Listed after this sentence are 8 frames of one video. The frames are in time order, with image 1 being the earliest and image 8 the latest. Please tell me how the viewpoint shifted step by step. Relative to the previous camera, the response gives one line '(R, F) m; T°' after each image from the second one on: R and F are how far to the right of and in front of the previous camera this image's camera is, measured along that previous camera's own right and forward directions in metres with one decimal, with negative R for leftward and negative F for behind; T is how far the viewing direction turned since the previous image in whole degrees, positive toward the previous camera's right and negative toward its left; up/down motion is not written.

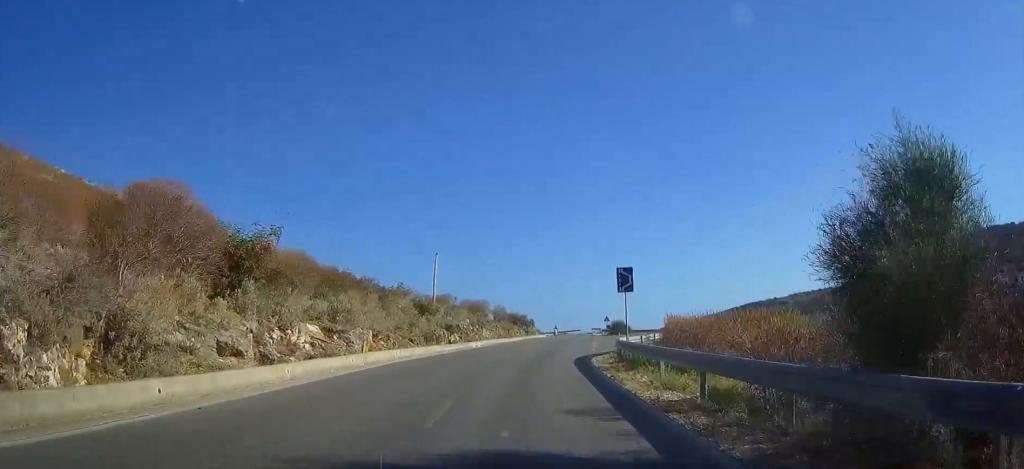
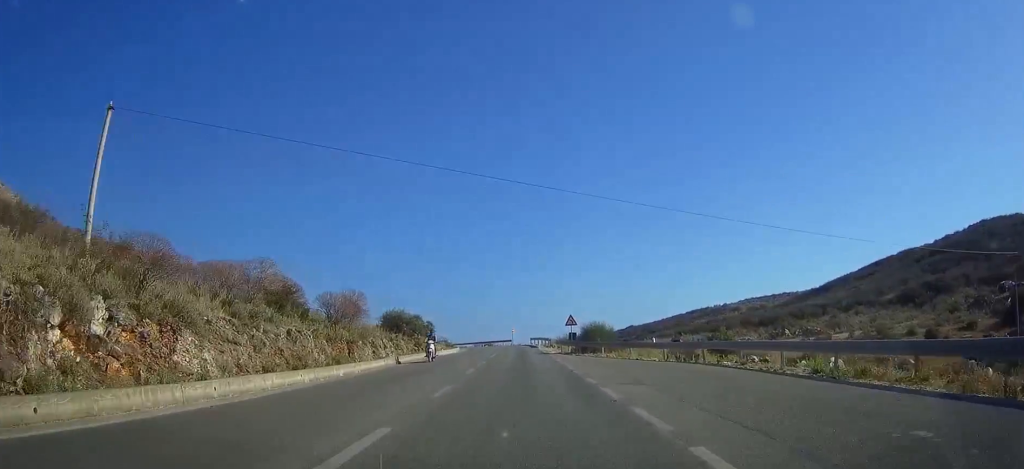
(+2.2, +40.4) m; +6°
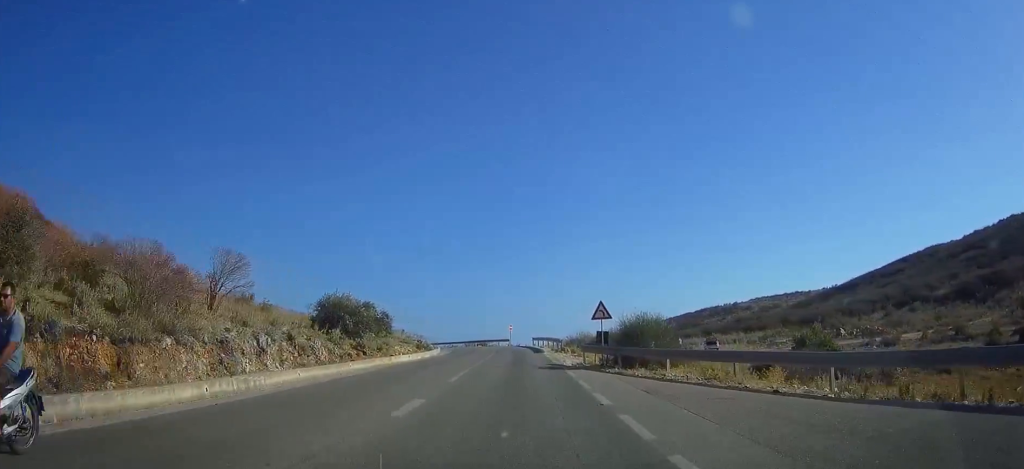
(+0.2, +19.3) m; 0°
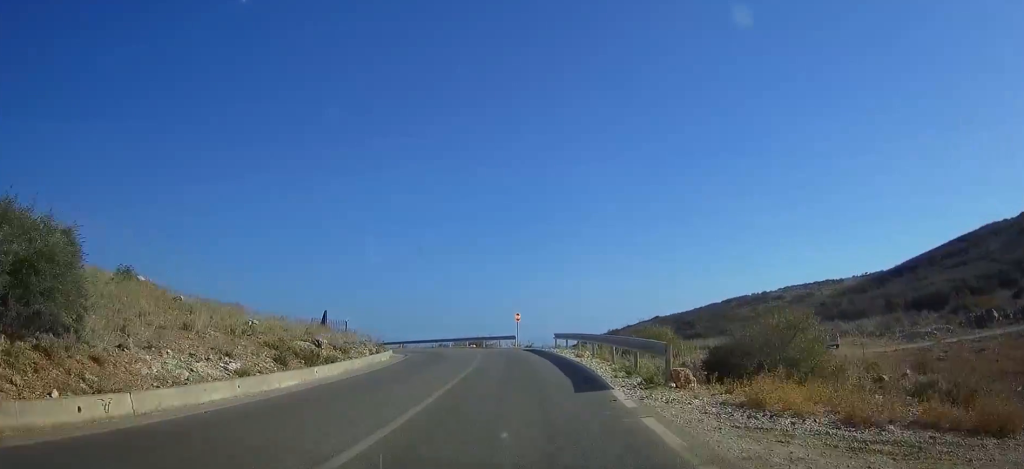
(-0.2, +31.2) m; -1°
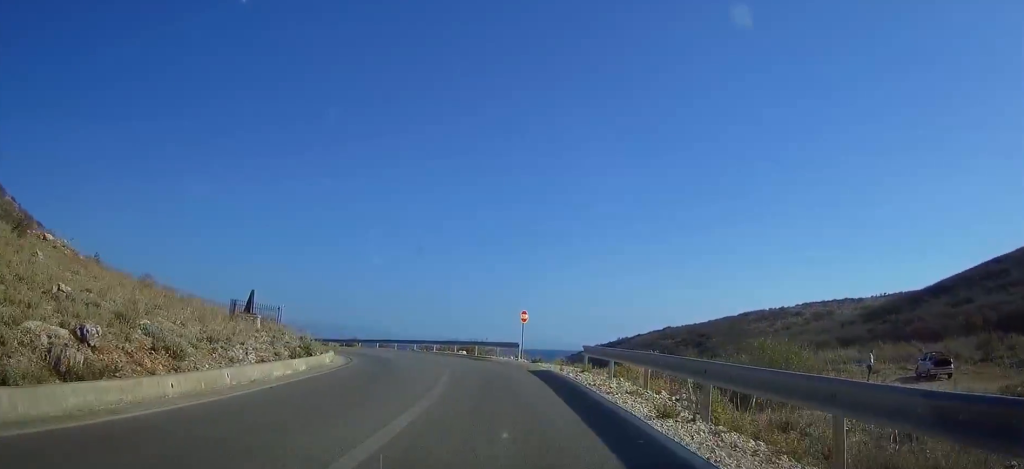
(-0.1, +15.8) m; -1°
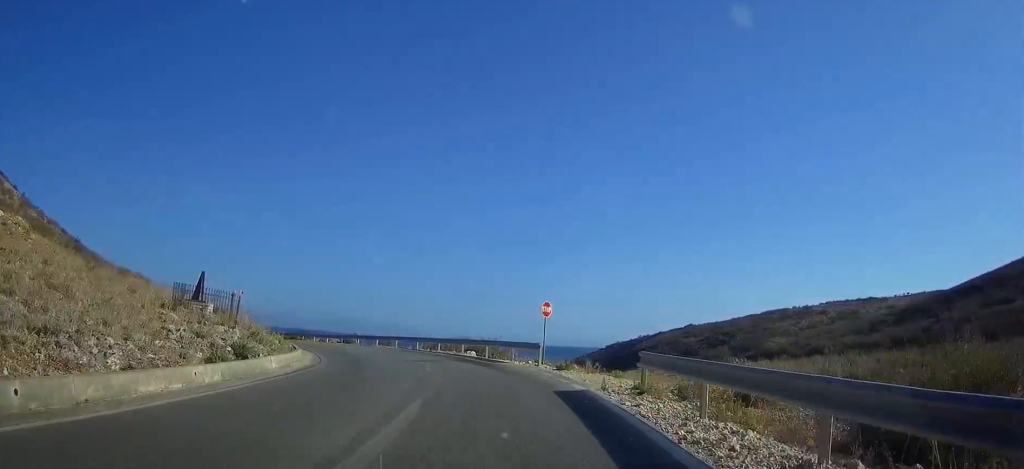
(+0.1, +8.3) m; -1°
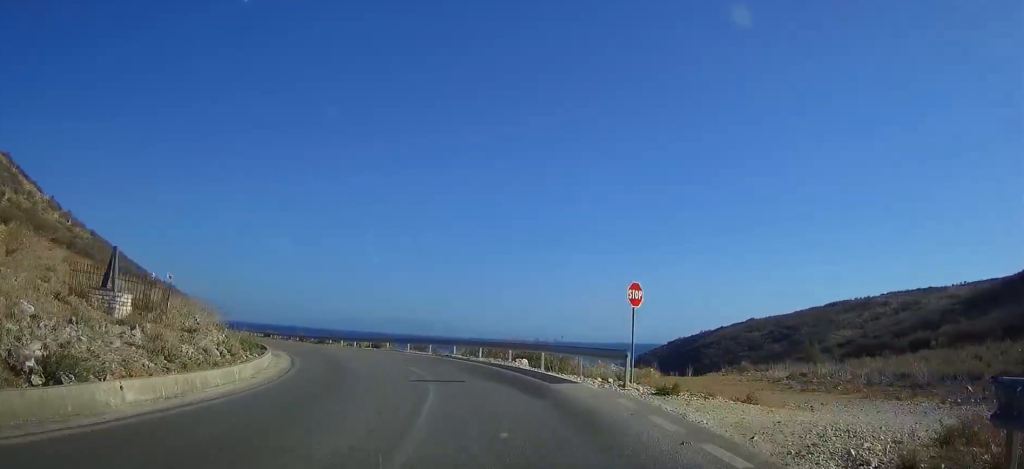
(-0.2, +10.7) m; -5°
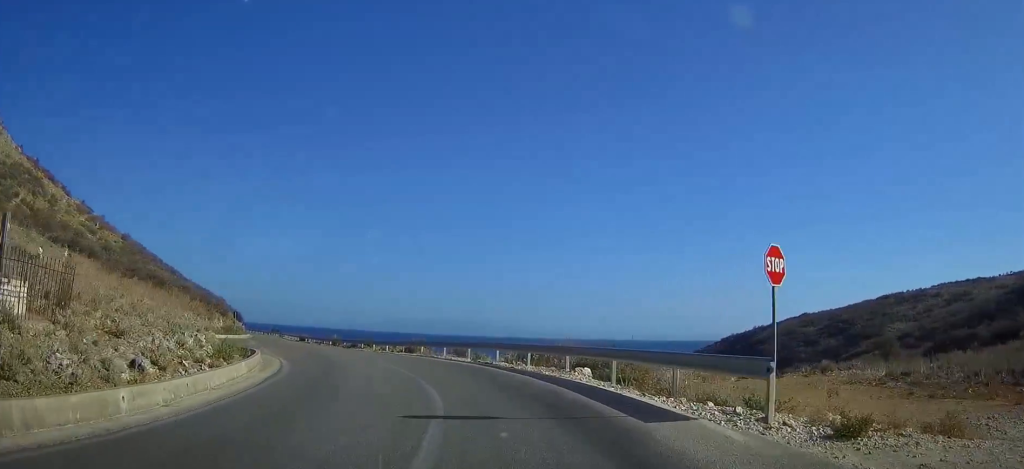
(0.0, +7.0) m; -5°
